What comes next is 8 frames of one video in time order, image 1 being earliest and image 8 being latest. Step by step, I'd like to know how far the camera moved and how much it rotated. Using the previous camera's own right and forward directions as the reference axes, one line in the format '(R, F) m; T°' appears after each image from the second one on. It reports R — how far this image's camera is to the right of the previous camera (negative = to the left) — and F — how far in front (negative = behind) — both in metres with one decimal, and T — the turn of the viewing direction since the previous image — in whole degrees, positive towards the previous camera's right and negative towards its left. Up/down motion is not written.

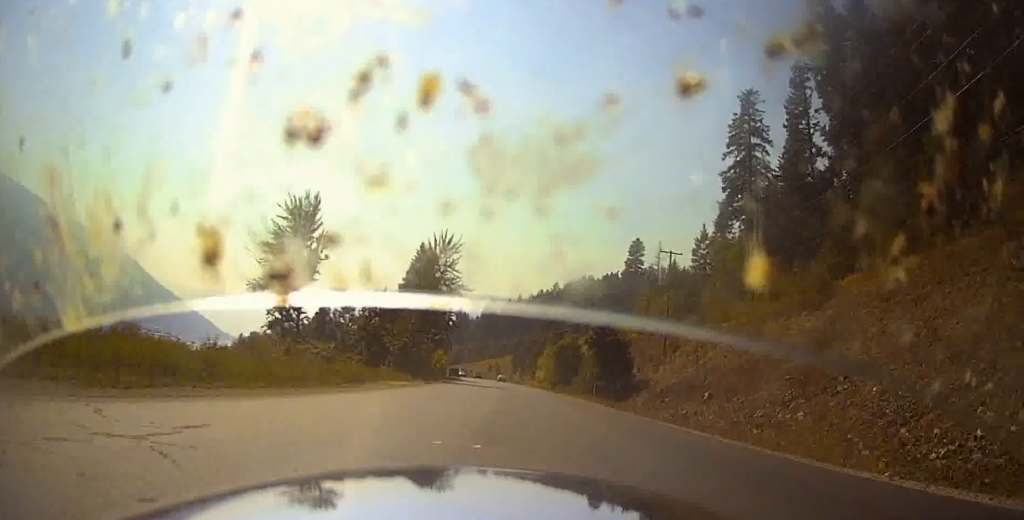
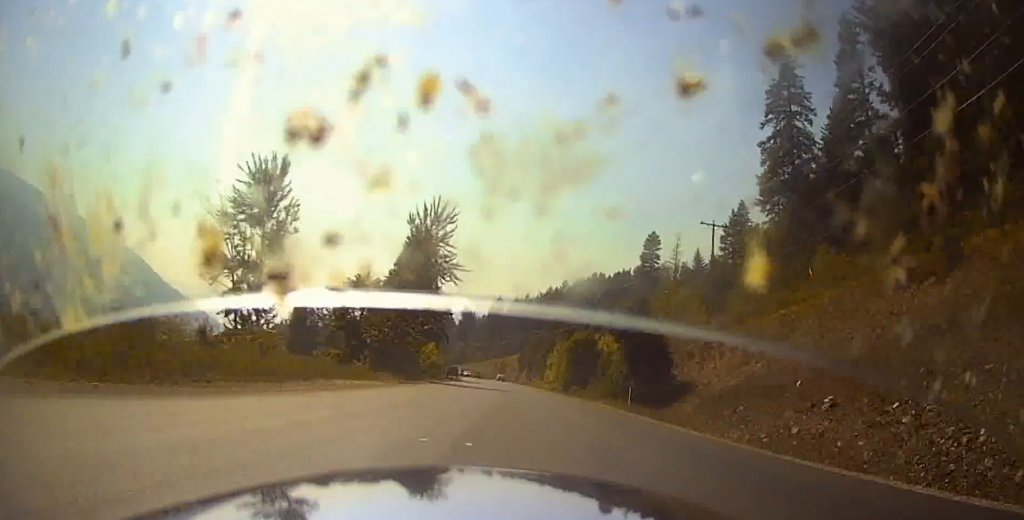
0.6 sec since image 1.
(-0.3, +13.4) m; +1°
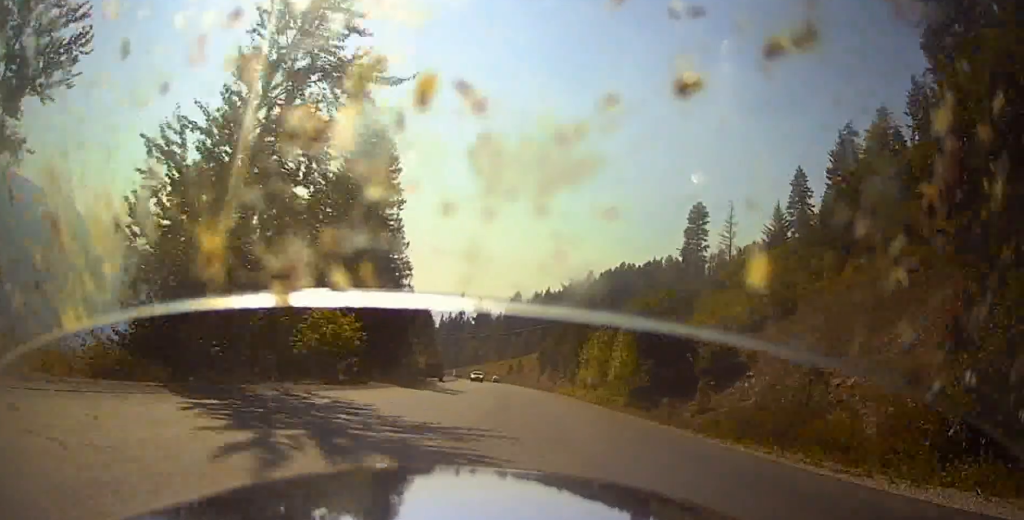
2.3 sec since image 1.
(+0.8, +38.8) m; -1°
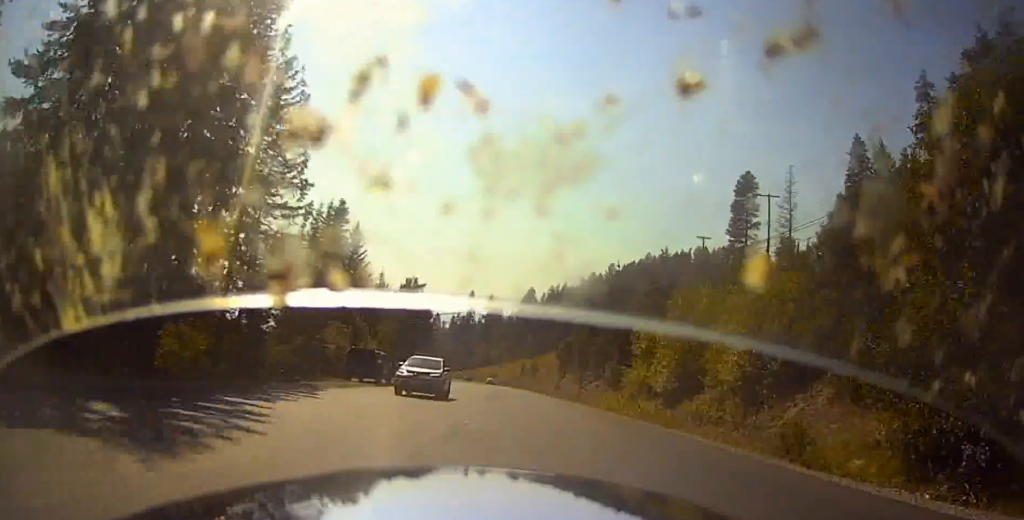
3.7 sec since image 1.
(-1.8, +30.9) m; -5°
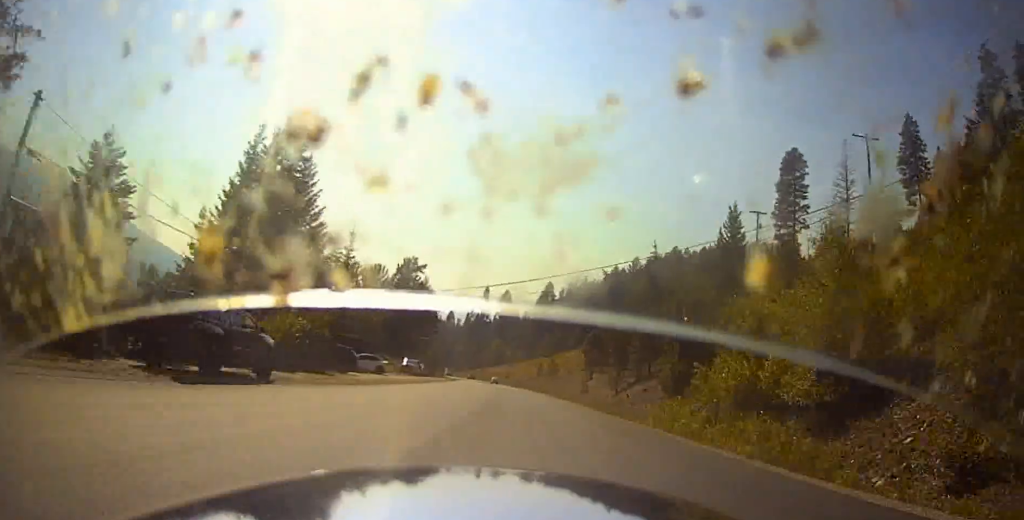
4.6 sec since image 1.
(-0.2, +20.1) m; -1°
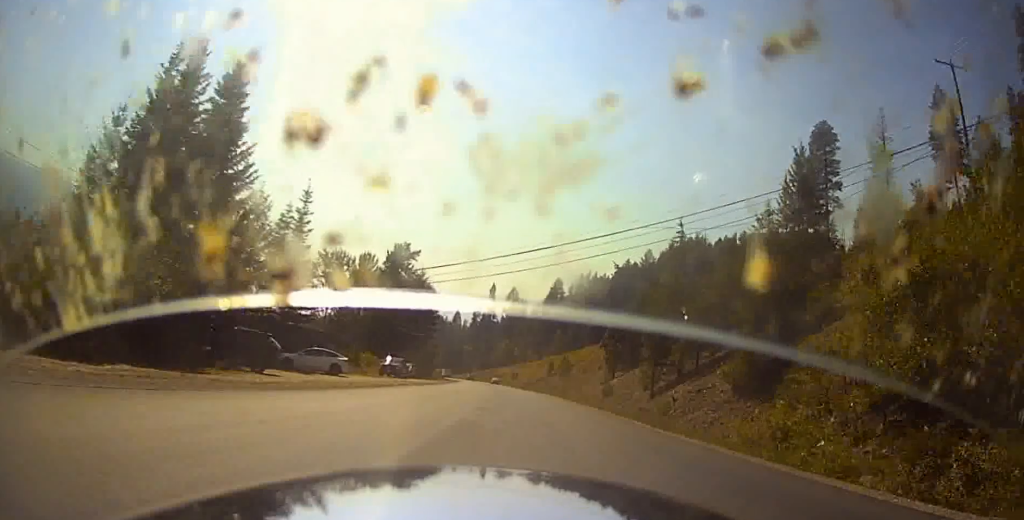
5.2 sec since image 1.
(0.0, +14.2) m; -1°
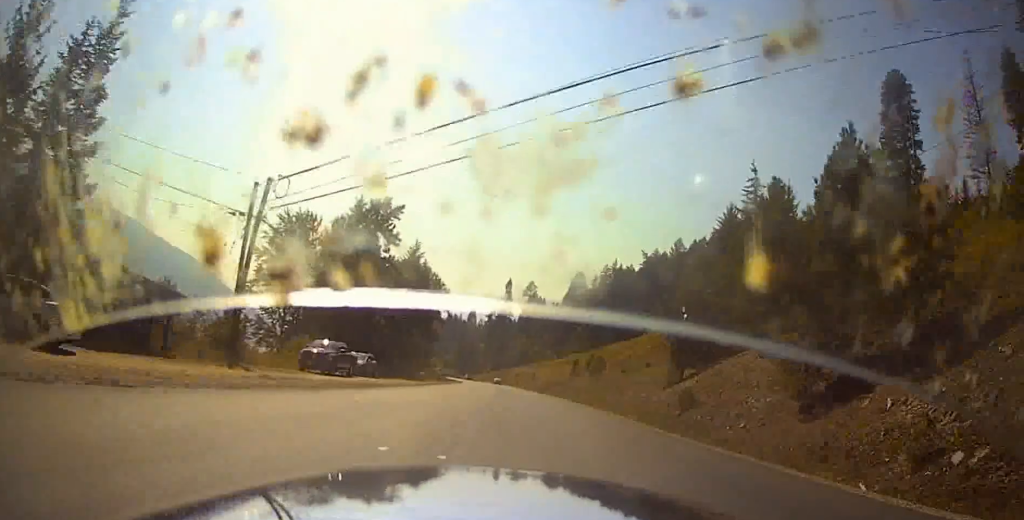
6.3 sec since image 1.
(-0.5, +26.7) m; -2°
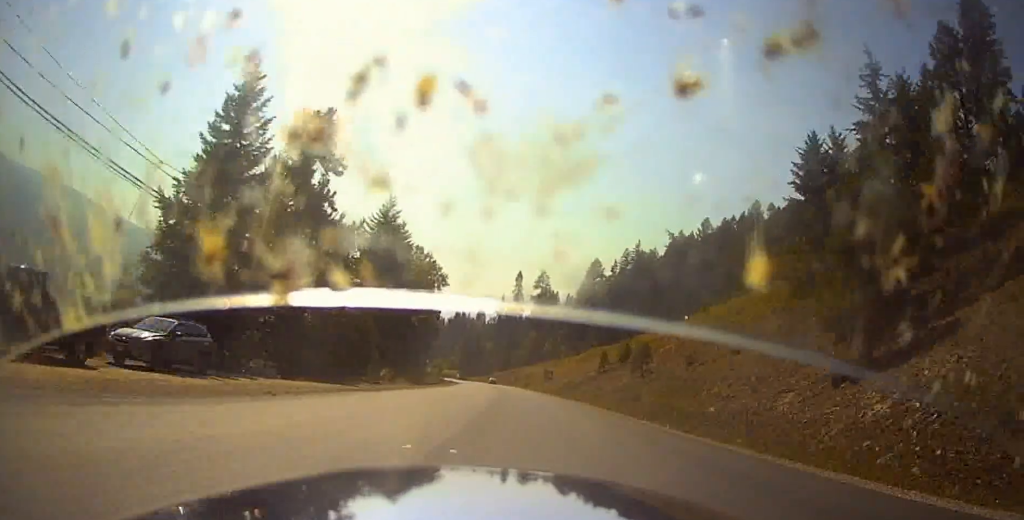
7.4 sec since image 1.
(-0.3, +26.3) m; 0°
